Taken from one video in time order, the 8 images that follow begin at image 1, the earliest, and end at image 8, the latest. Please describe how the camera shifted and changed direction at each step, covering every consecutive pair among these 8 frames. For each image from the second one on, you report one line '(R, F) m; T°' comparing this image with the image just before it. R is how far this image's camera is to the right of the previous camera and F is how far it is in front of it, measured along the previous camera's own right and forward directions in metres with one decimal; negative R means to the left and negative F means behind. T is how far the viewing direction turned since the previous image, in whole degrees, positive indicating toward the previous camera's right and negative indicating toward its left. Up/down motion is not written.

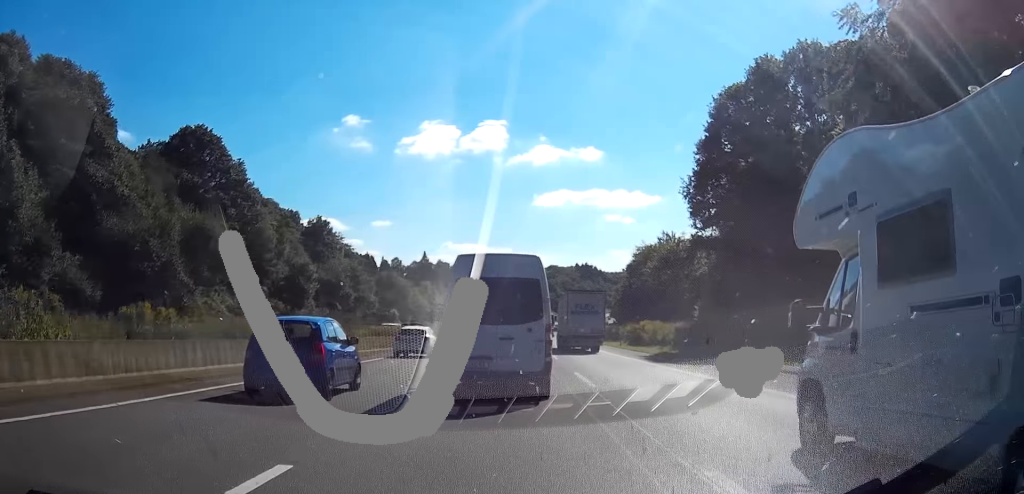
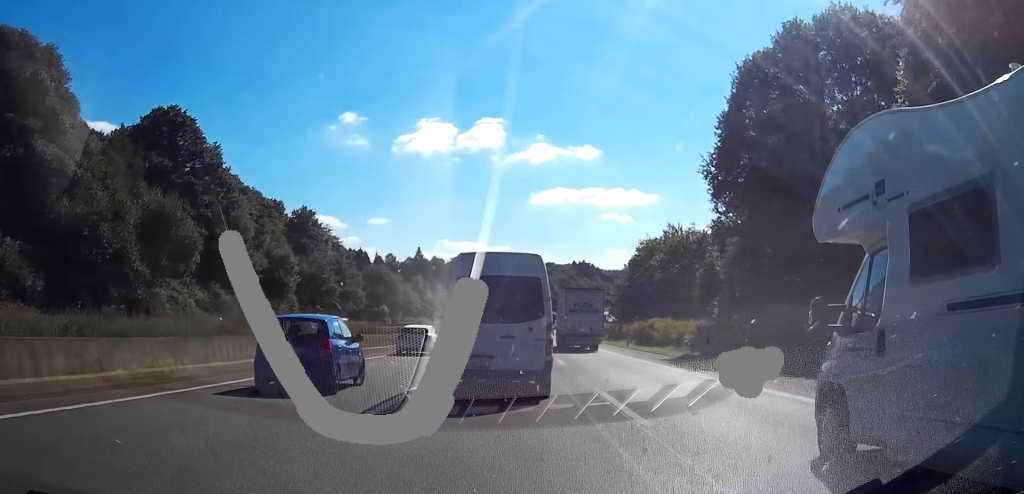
(0.0, +7.5) m; 0°
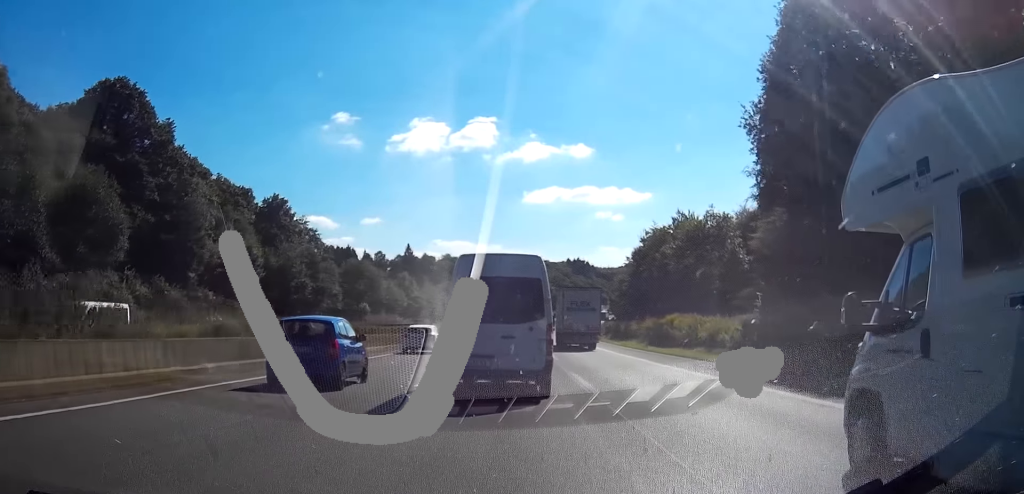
(+0.1, +11.8) m; +1°
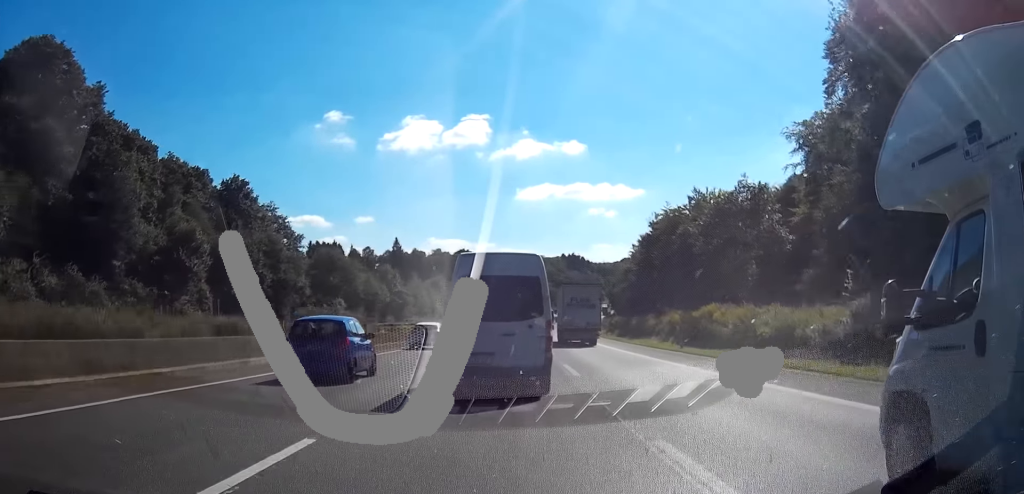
(+0.2, +14.6) m; +2°
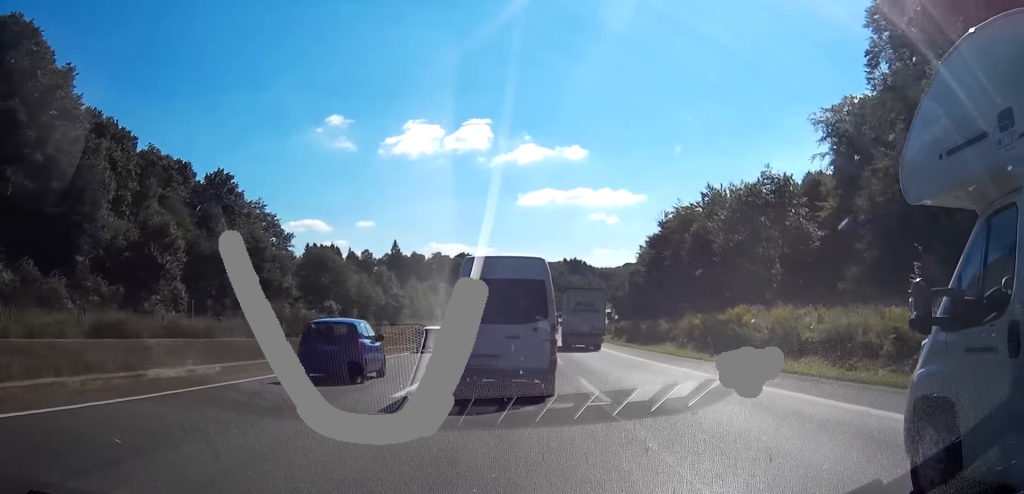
(+0.1, +6.4) m; 0°
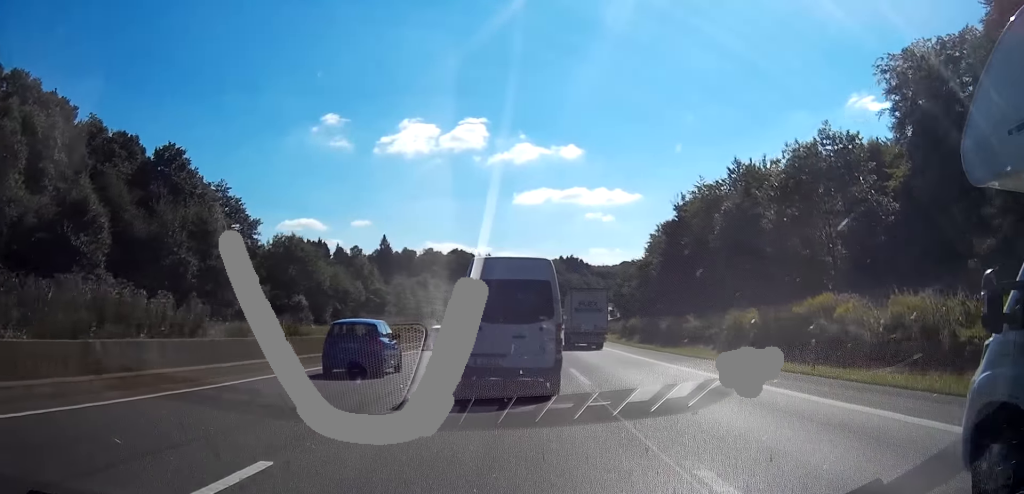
(+0.1, +13.9) m; +1°
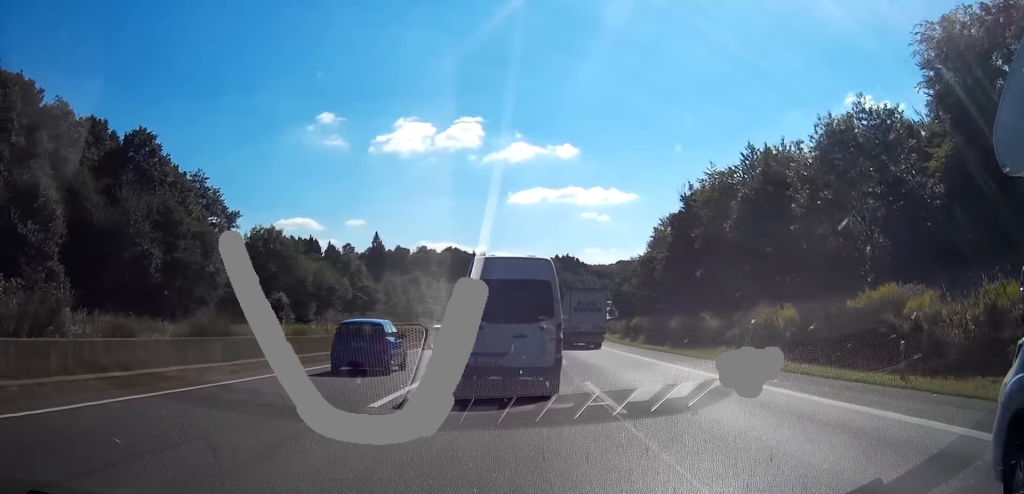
(-0.1, +6.5) m; 0°
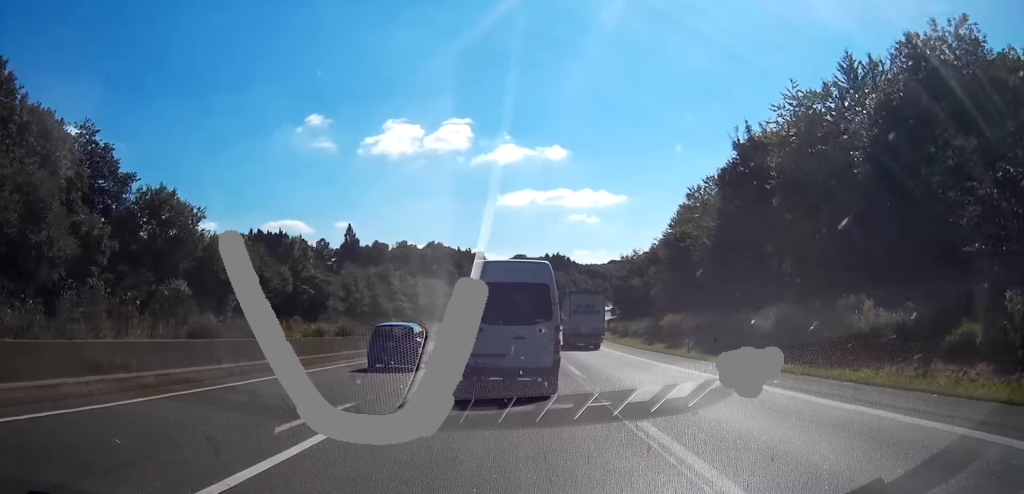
(+0.5, +26.5) m; +2°
